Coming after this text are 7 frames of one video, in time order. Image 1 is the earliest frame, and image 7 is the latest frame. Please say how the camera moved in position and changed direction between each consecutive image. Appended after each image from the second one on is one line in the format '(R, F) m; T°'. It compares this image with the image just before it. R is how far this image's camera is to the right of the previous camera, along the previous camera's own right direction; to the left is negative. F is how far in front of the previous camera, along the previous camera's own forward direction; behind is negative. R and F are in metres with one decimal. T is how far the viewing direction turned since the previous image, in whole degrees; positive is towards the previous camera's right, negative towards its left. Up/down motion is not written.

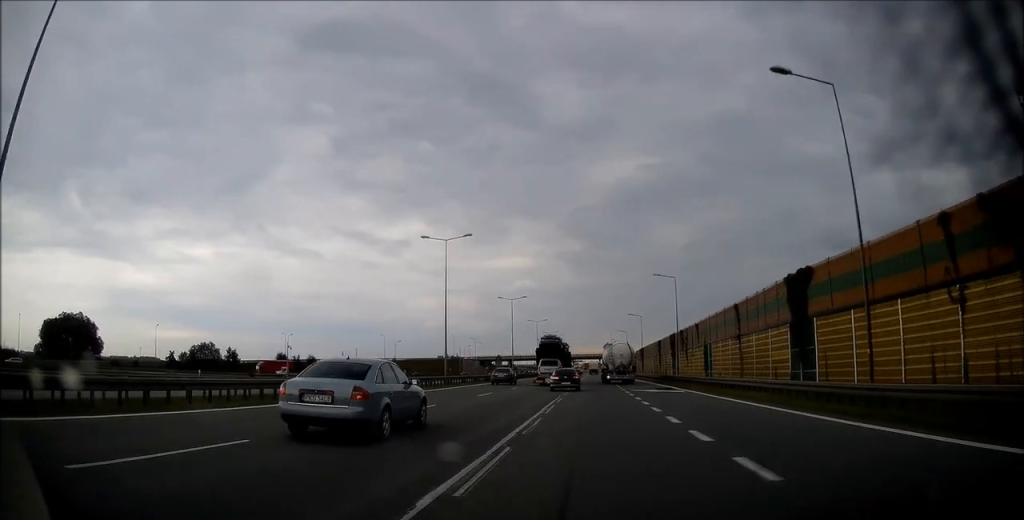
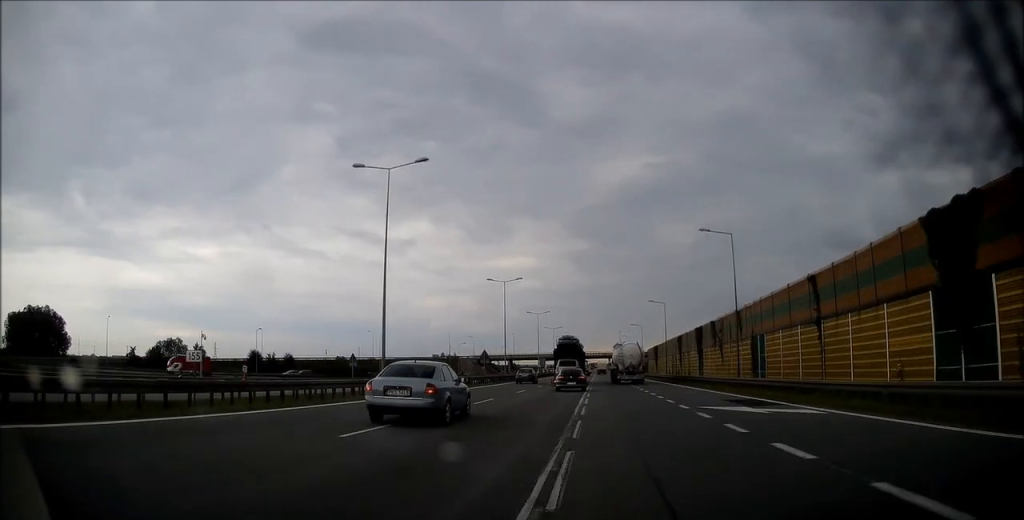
(0.0, +18.4) m; 0°
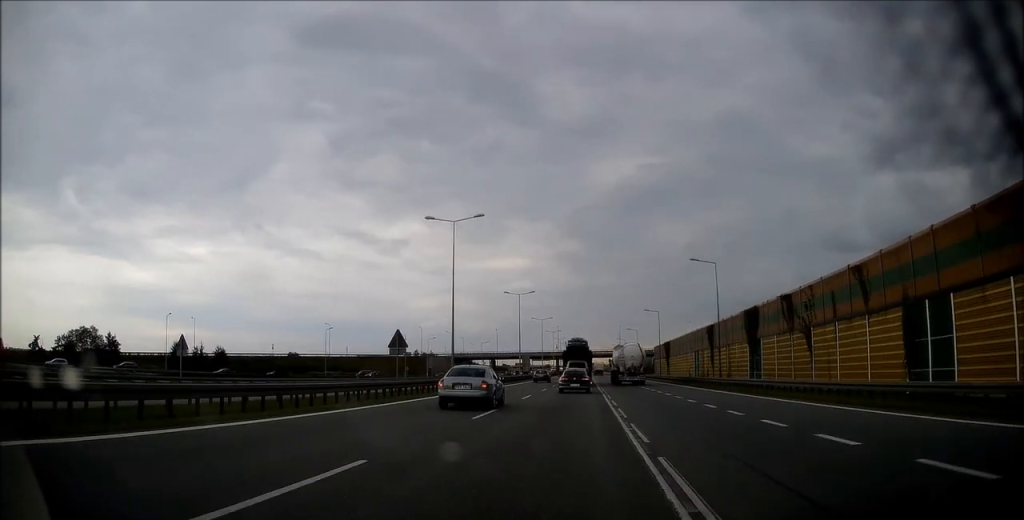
(0.0, +30.4) m; 0°
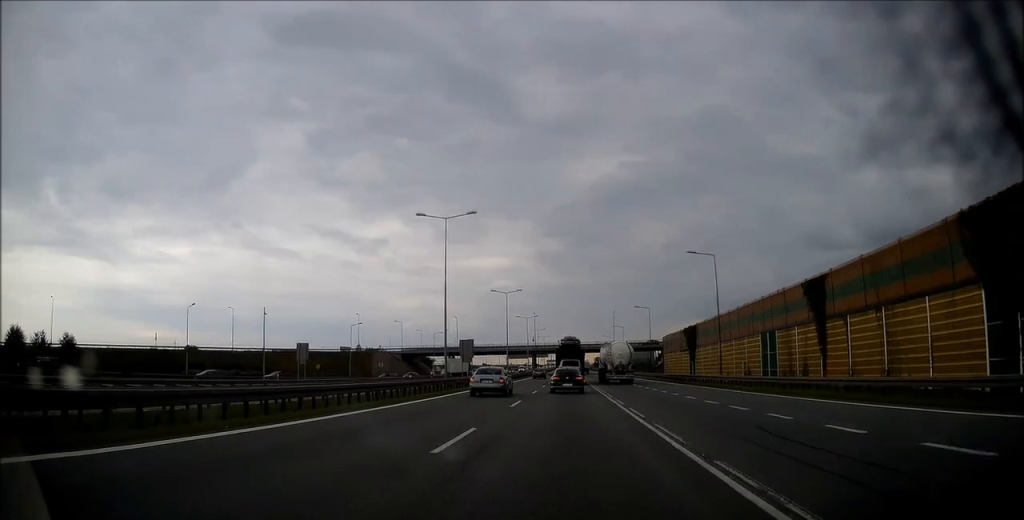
(+0.7, +42.3) m; +2°
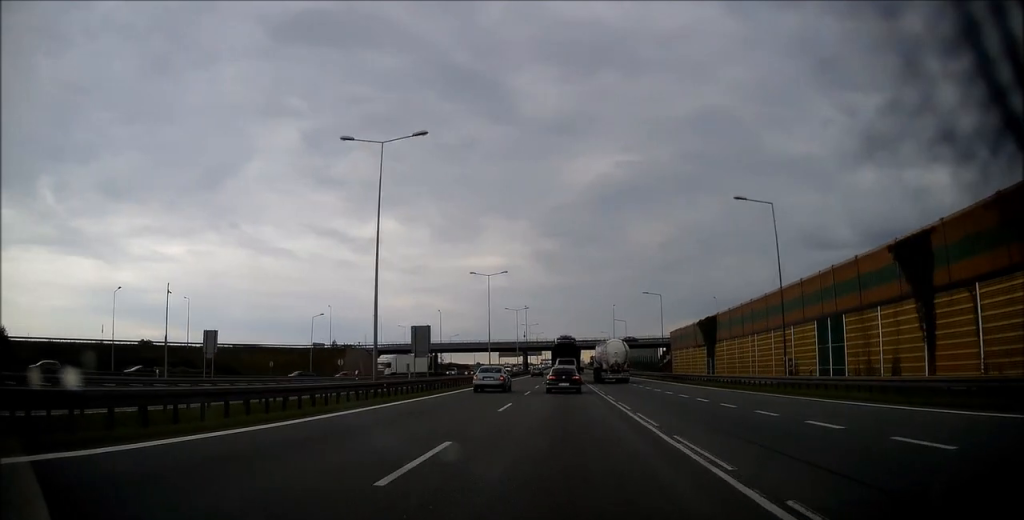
(0.0, +14.7) m; 0°
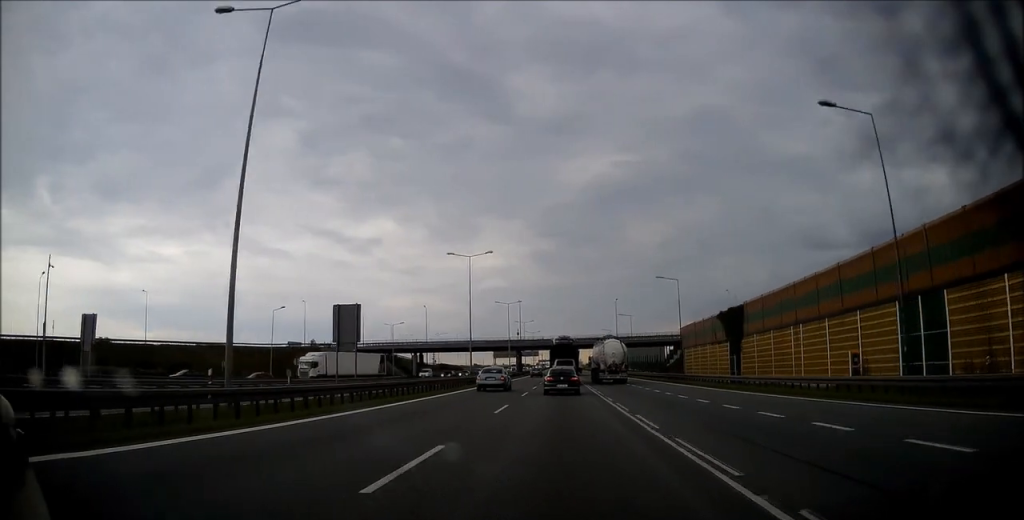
(0.0, +12.3) m; 0°
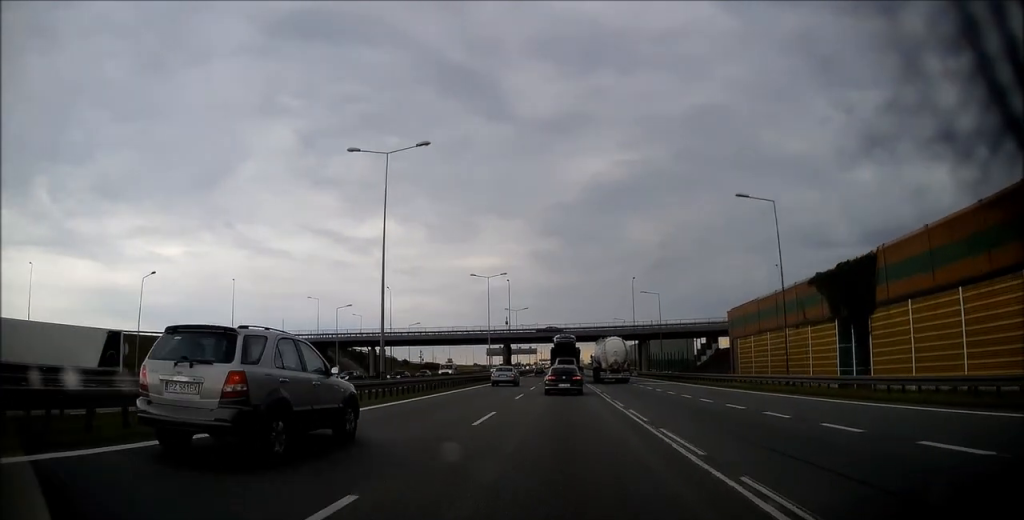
(0.0, +28.1) m; 0°
